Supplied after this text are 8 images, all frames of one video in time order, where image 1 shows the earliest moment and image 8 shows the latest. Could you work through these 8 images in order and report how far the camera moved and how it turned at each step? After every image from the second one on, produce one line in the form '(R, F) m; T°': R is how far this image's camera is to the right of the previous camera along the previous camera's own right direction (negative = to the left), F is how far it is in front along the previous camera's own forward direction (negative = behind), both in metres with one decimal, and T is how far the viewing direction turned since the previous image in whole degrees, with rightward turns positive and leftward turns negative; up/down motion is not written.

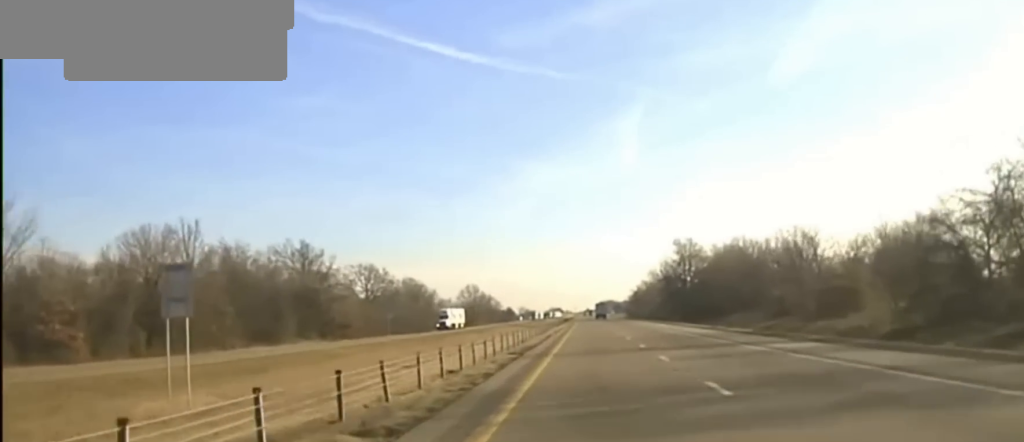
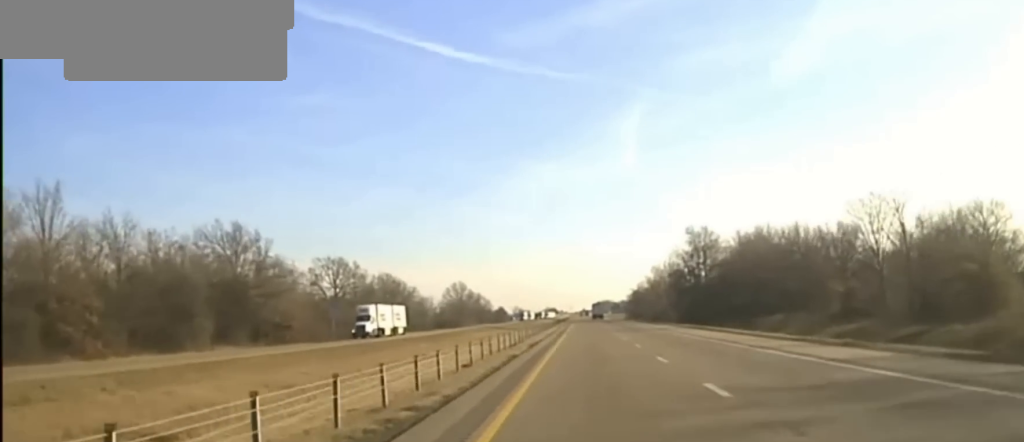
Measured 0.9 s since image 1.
(0.0, +39.4) m; 0°
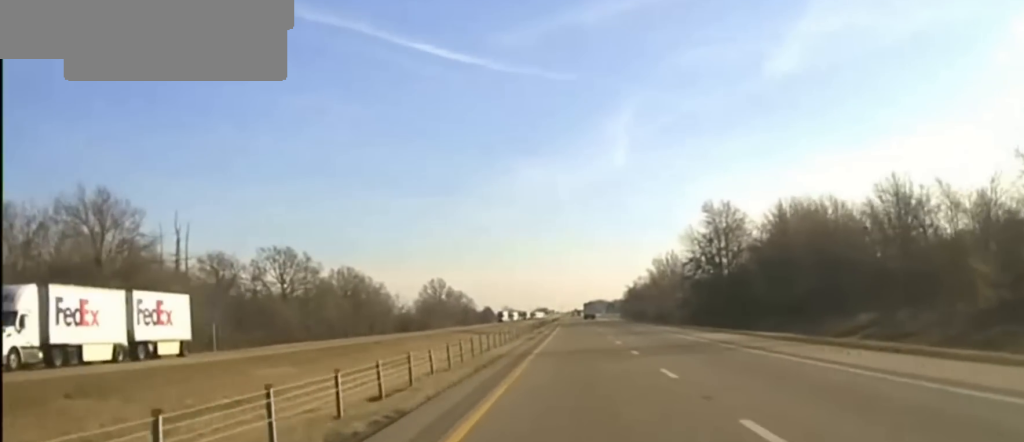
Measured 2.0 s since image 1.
(0.0, +47.8) m; 0°
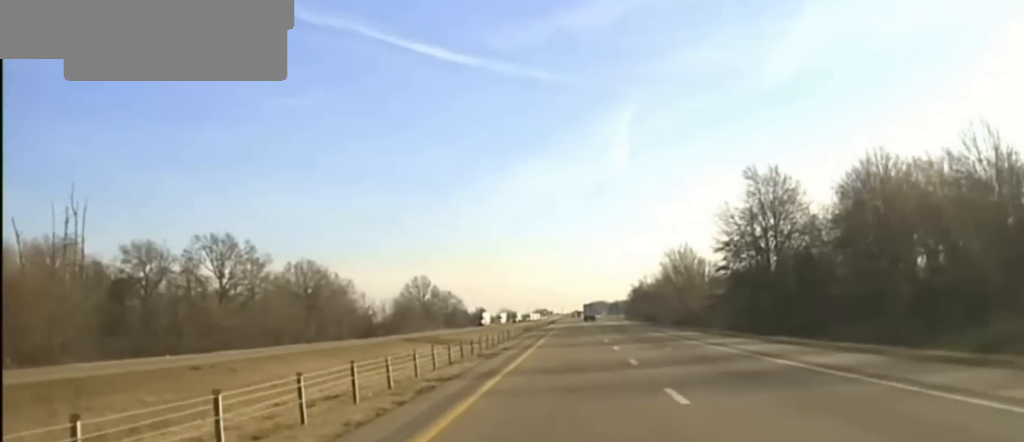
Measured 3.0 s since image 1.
(+0.4, +44.1) m; 0°
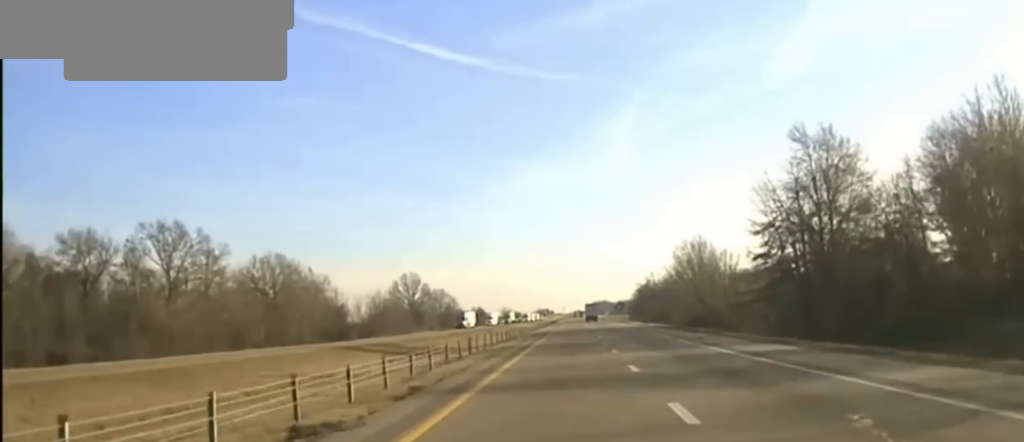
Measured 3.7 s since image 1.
(-0.1, +28.4) m; 0°
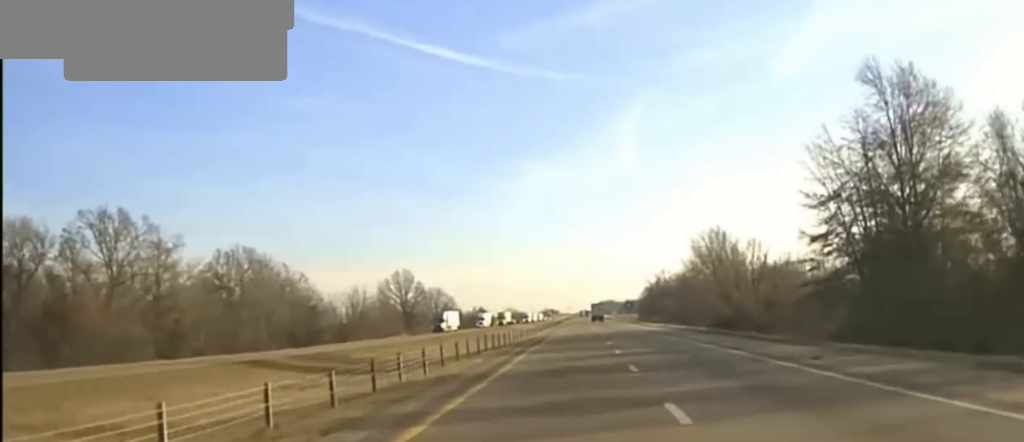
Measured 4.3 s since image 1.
(-0.1, +24.5) m; 0°
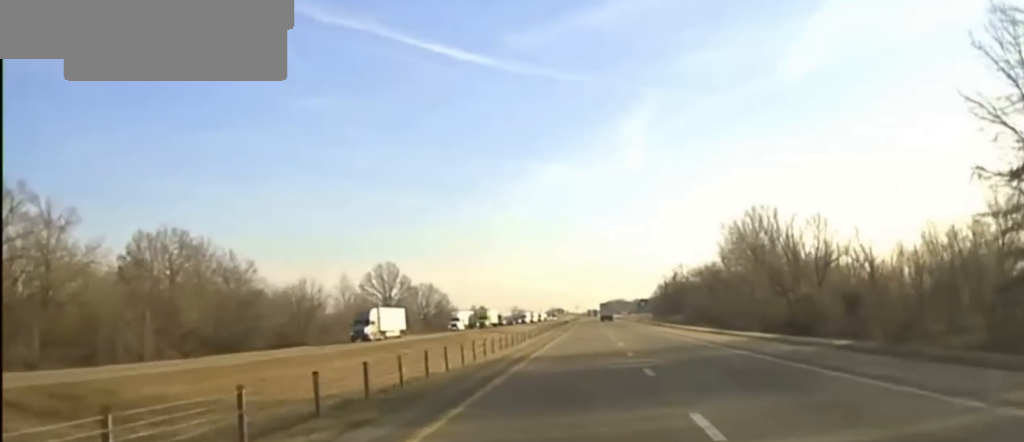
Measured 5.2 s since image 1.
(0.0, +37.3) m; -1°
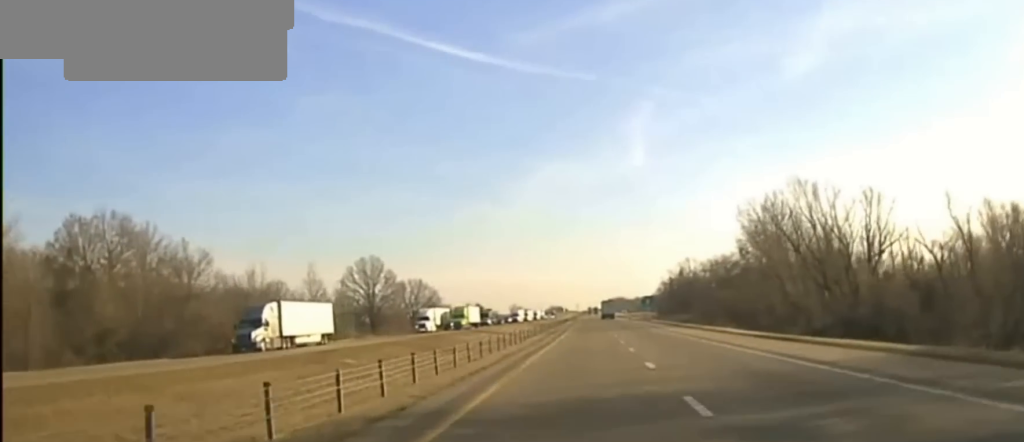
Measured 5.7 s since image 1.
(-0.4, +20.4) m; 0°
